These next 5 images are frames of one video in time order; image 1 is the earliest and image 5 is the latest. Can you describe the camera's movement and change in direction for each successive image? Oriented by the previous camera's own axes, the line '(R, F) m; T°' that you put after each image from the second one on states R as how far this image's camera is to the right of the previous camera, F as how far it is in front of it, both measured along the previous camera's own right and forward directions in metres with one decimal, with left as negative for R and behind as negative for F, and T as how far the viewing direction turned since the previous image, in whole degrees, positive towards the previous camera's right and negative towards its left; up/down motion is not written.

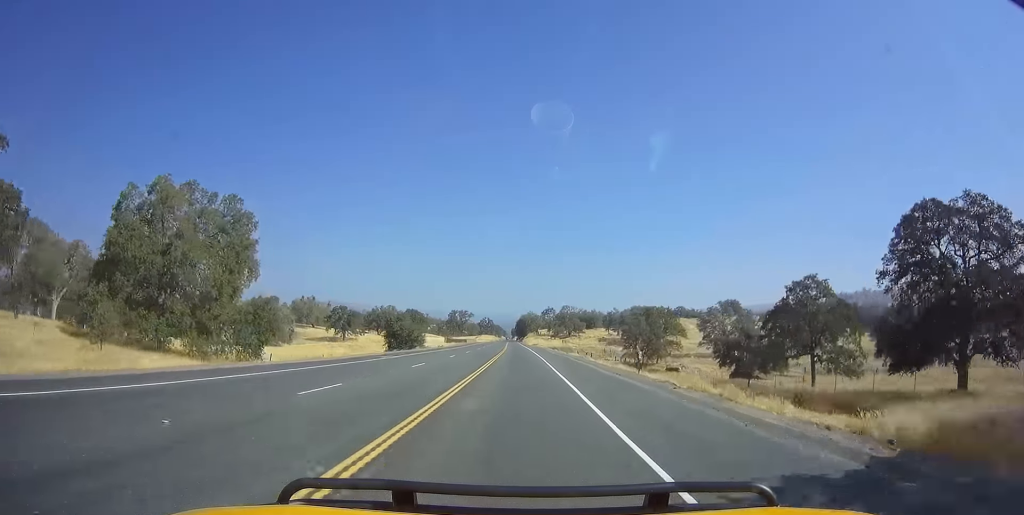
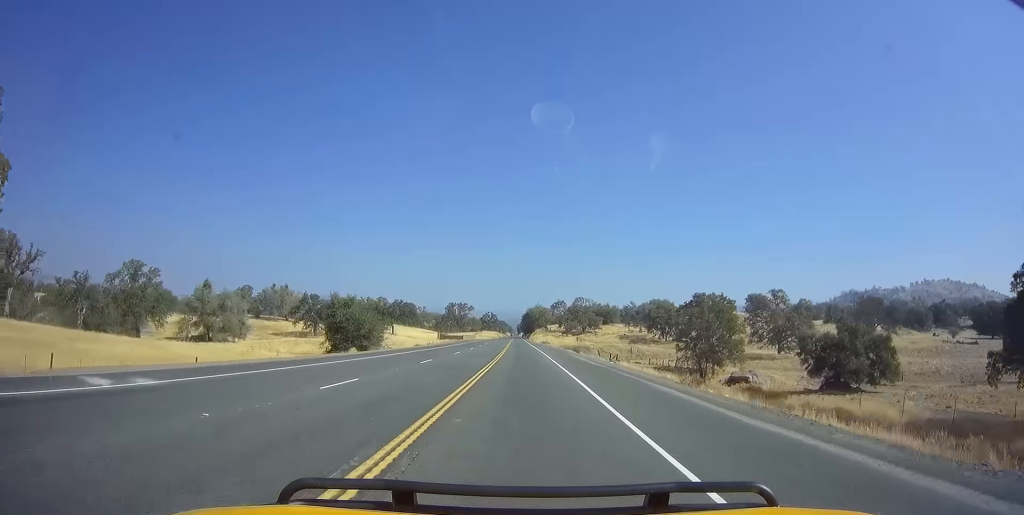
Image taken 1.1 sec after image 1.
(-0.3, +28.6) m; -1°
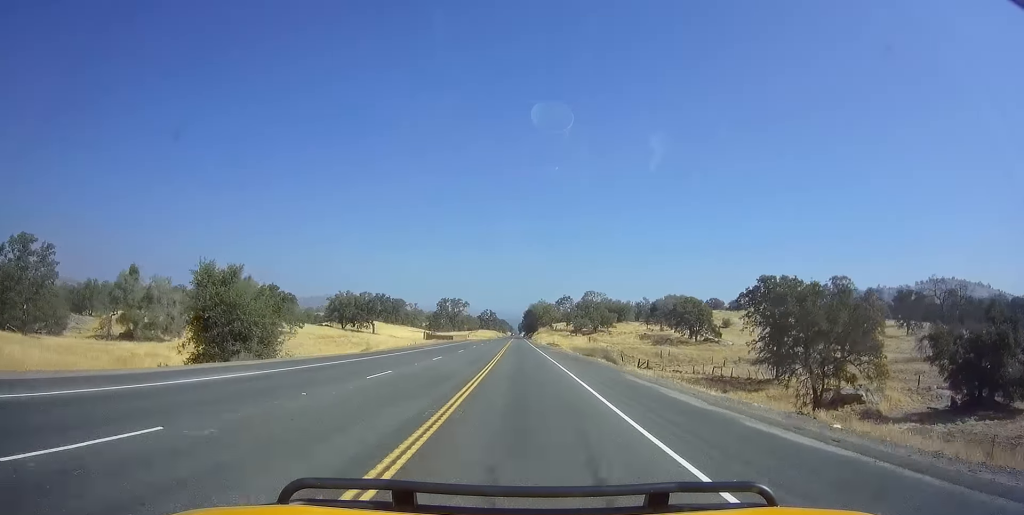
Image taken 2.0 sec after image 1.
(-0.3, +24.9) m; 0°
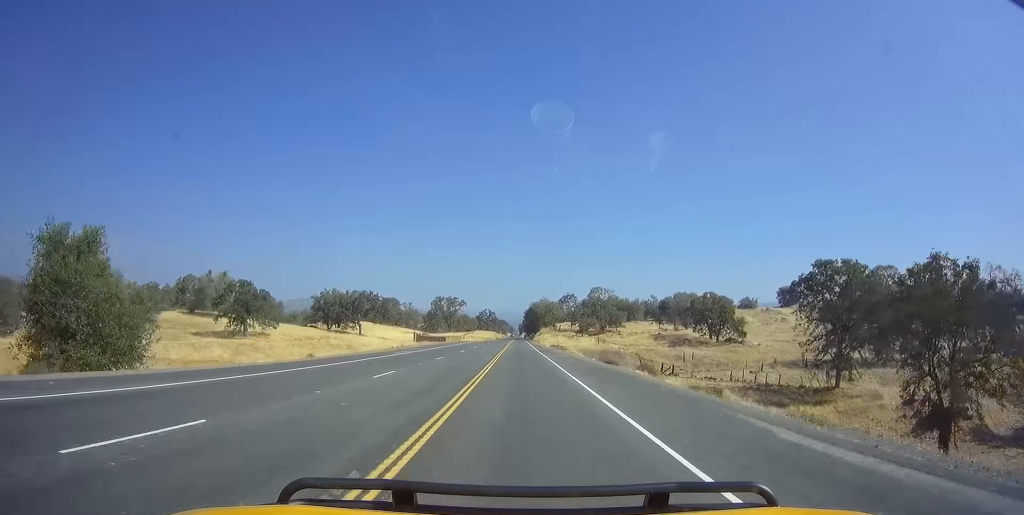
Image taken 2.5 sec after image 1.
(+0.4, +13.2) m; 0°
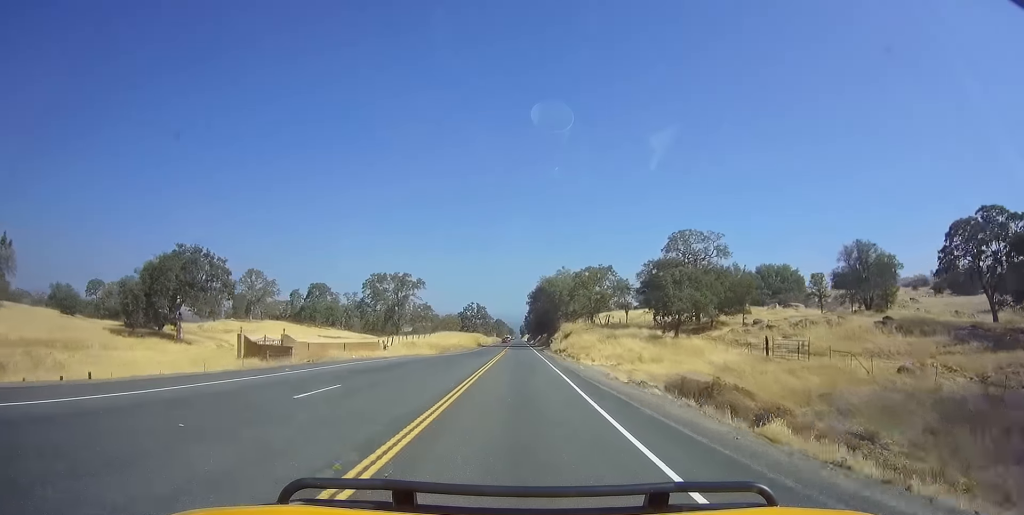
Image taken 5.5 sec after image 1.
(-1.8, +78.8) m; 0°
